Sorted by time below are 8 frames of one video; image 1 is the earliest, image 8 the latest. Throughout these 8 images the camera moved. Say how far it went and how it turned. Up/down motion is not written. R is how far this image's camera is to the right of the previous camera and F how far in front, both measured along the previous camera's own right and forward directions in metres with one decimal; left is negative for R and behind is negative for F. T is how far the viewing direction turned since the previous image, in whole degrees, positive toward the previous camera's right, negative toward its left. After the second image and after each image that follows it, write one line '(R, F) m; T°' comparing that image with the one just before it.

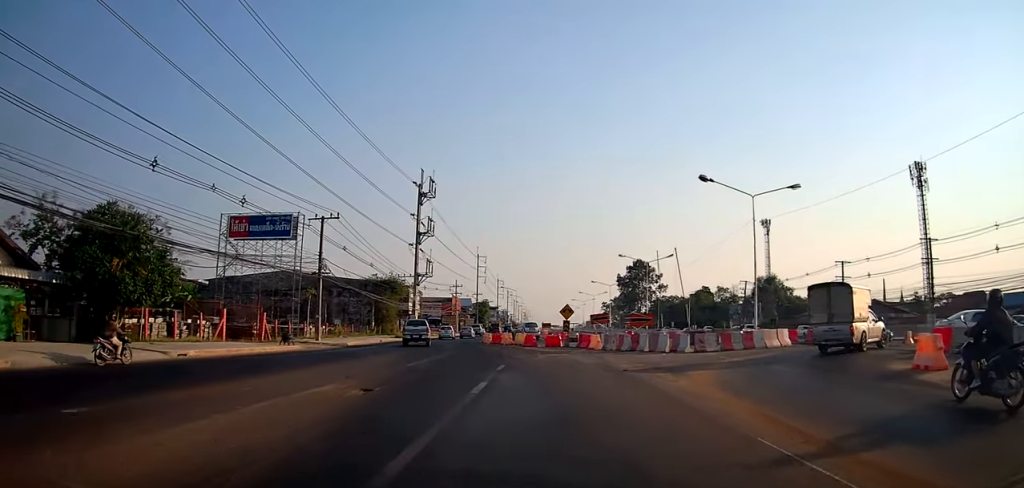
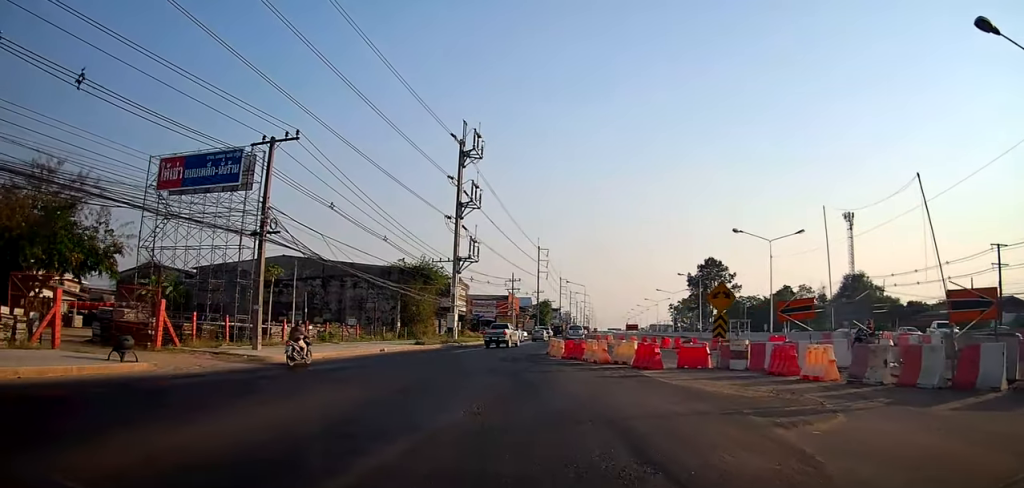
(-1.5, +18.8) m; -3°
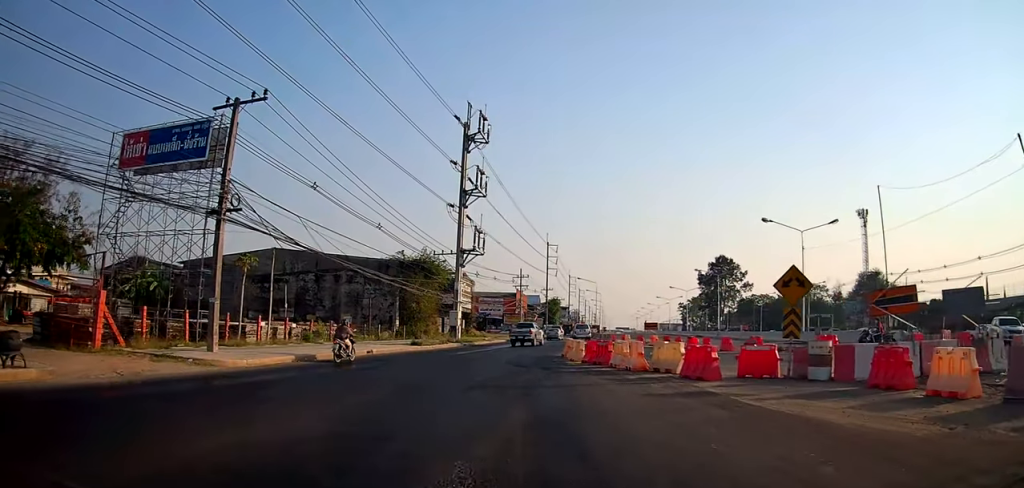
(0.0, +4.2) m; -2°
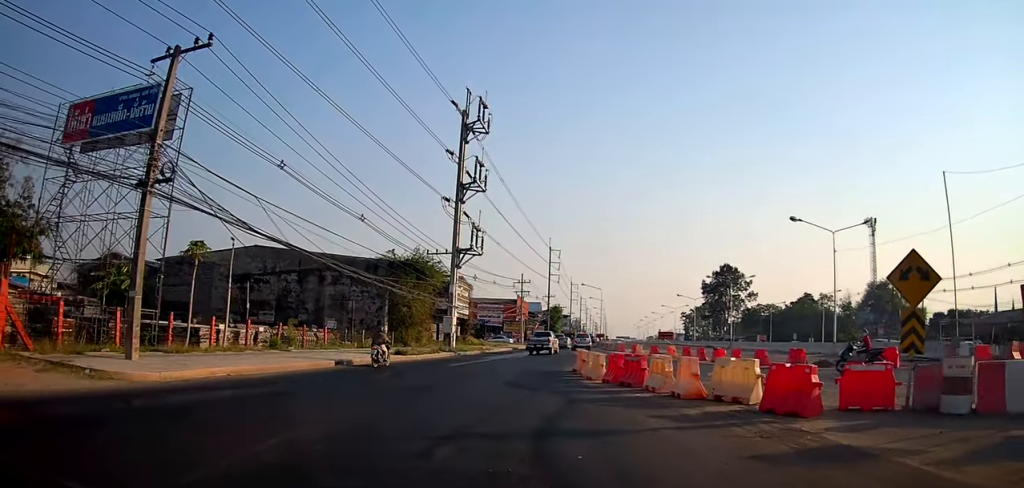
(-0.3, +4.5) m; -4°
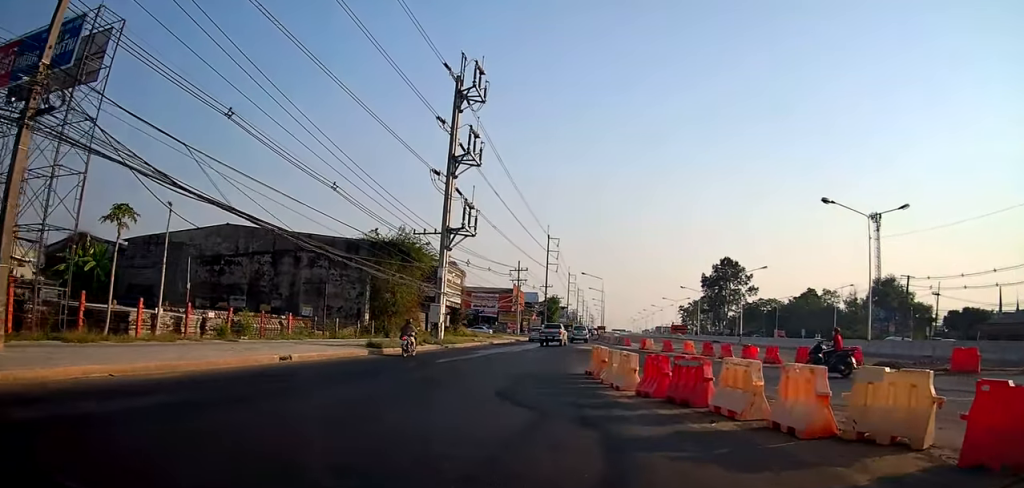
(0.0, +4.7) m; 0°
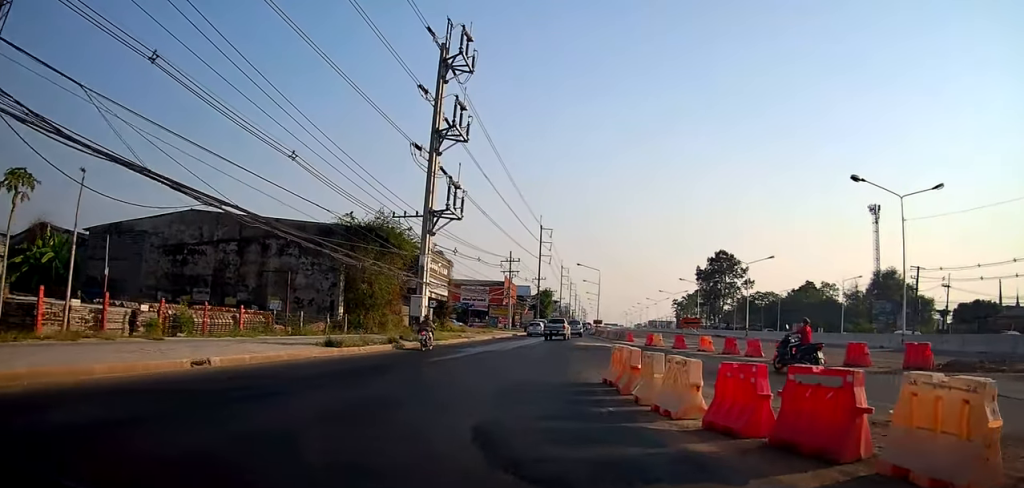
(0.0, +4.2) m; +1°
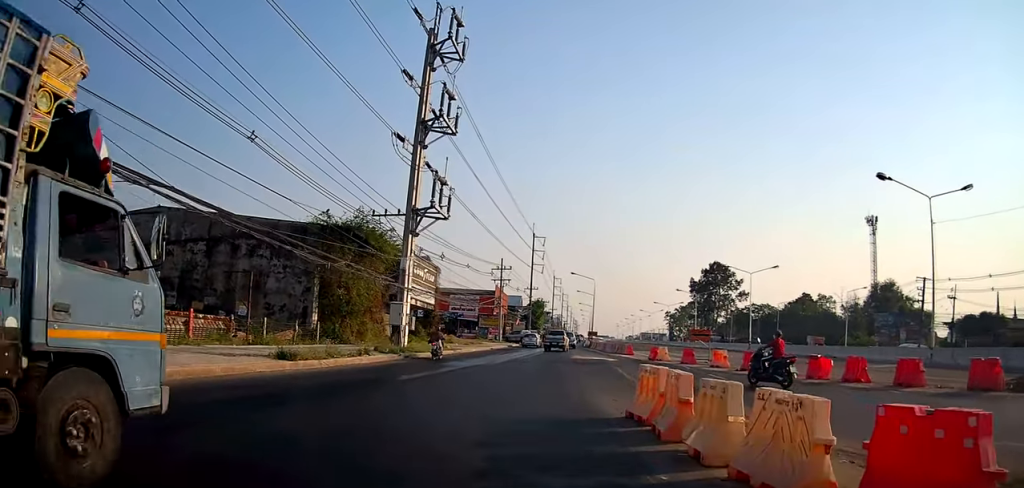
(0.0, +3.4) m; +2°
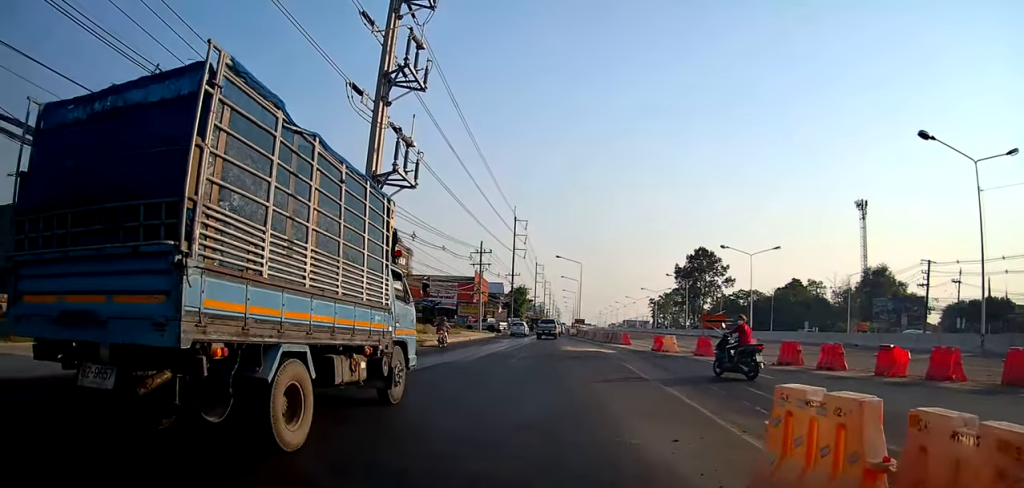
(+0.2, +5.0) m; +6°
